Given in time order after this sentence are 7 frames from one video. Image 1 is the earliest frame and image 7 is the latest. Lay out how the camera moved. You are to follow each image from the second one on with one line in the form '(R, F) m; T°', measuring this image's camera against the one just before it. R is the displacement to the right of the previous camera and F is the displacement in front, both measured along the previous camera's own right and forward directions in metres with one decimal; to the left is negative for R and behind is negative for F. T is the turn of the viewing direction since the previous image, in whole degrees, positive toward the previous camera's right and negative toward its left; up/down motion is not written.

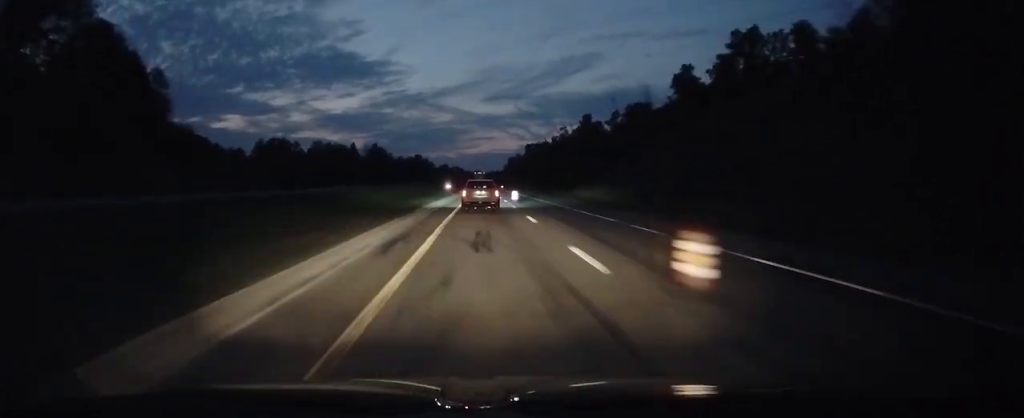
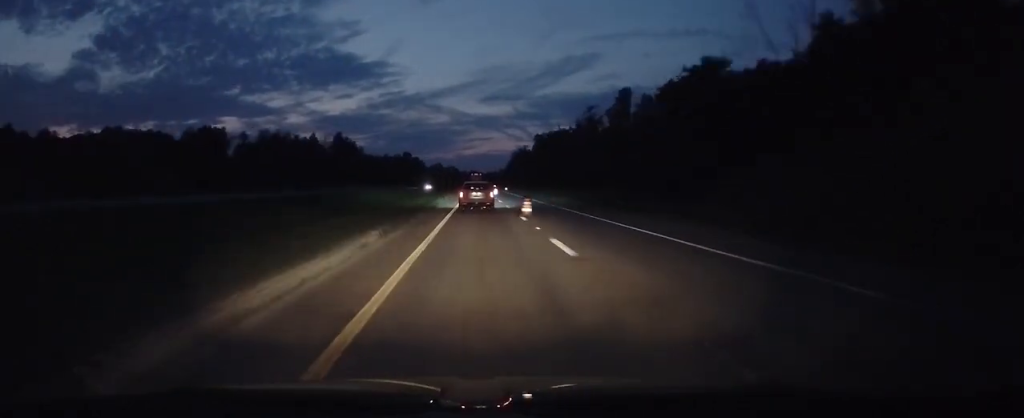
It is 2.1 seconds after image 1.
(+0.1, +59.5) m; 0°
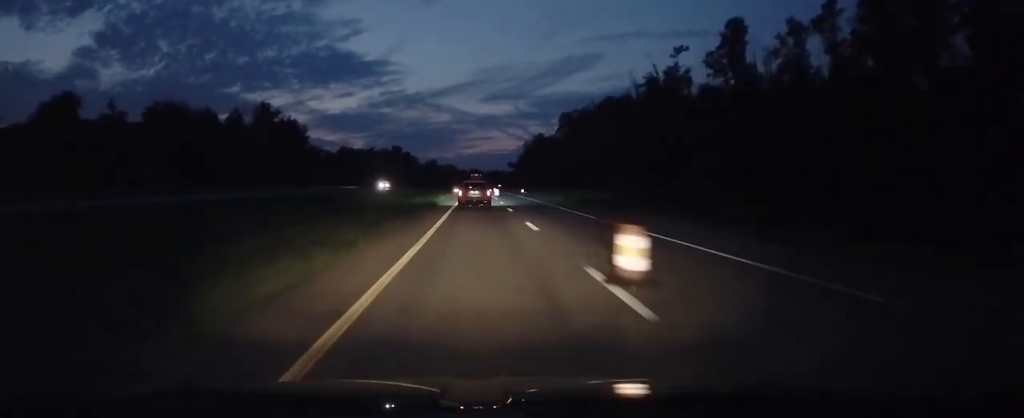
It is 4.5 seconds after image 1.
(0.0, +67.5) m; 0°
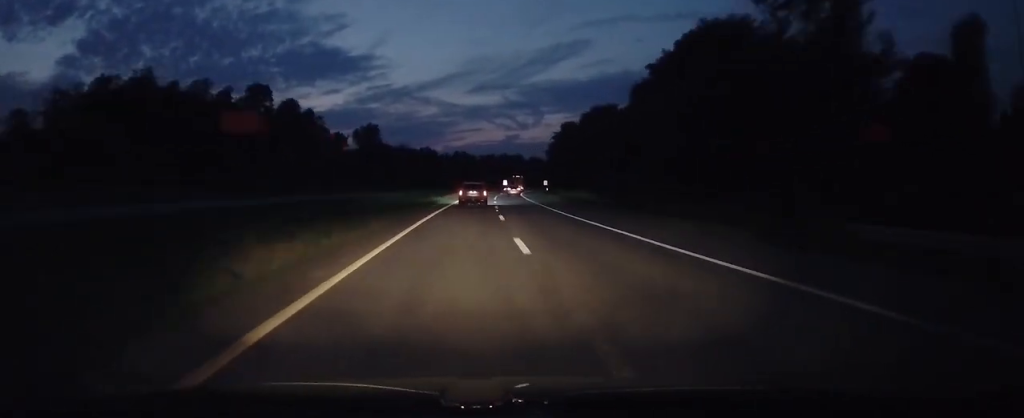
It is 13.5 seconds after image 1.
(+2.6, +255.1) m; +3°
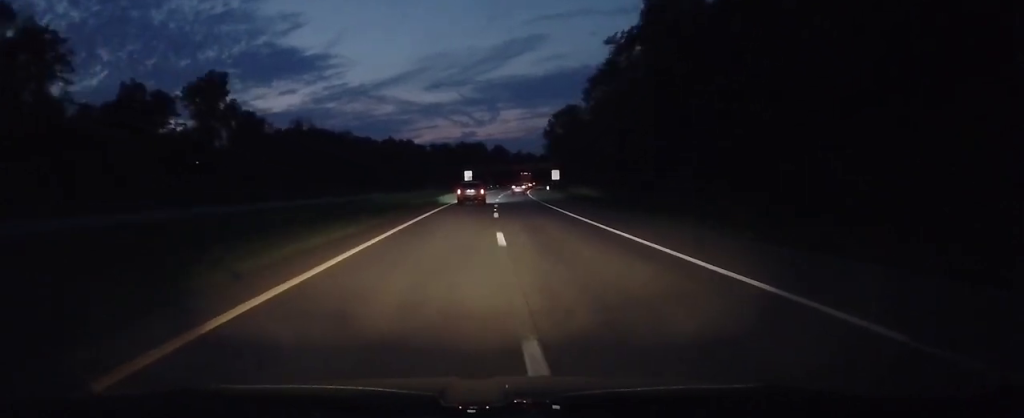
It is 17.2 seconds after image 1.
(+3.9, +110.5) m; +5°
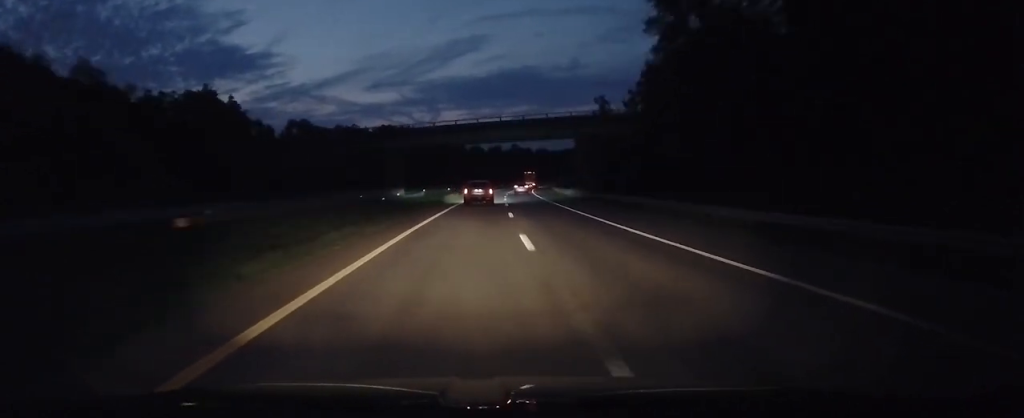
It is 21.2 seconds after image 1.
(+5.7, +121.5) m; +6°
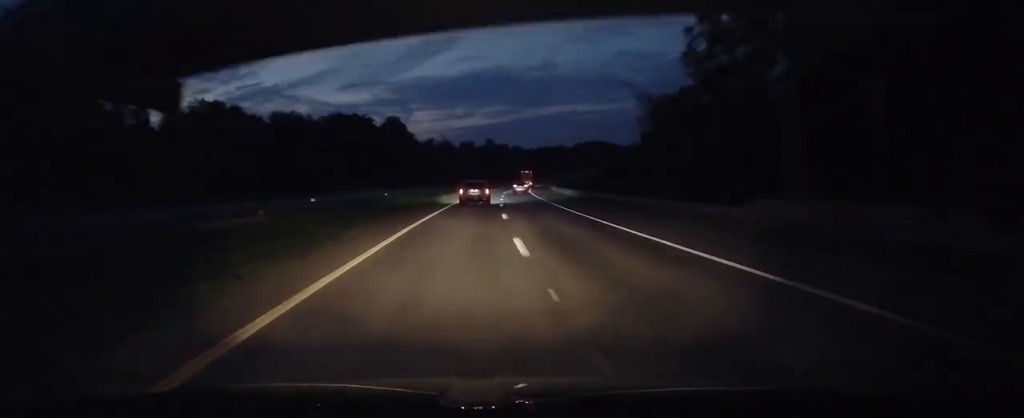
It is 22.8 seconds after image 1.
(-1.3, +49.2) m; +3°
